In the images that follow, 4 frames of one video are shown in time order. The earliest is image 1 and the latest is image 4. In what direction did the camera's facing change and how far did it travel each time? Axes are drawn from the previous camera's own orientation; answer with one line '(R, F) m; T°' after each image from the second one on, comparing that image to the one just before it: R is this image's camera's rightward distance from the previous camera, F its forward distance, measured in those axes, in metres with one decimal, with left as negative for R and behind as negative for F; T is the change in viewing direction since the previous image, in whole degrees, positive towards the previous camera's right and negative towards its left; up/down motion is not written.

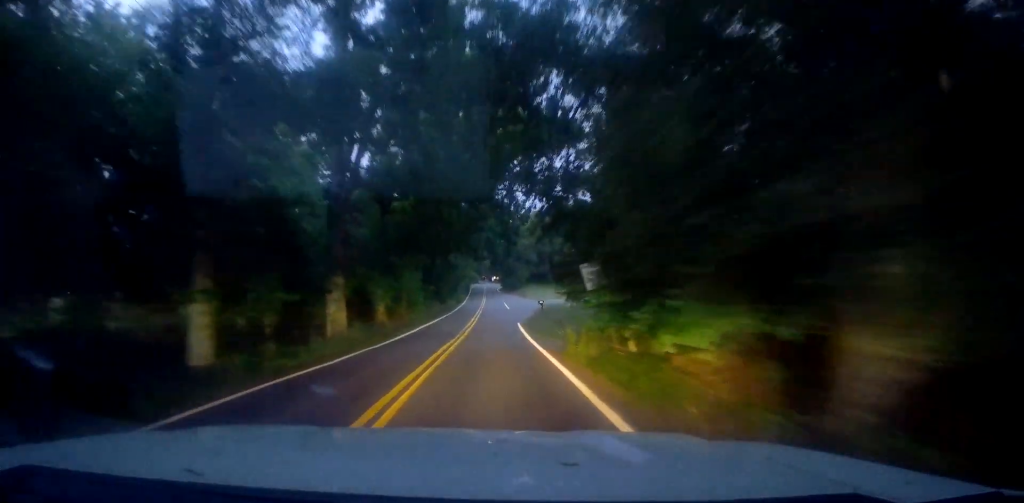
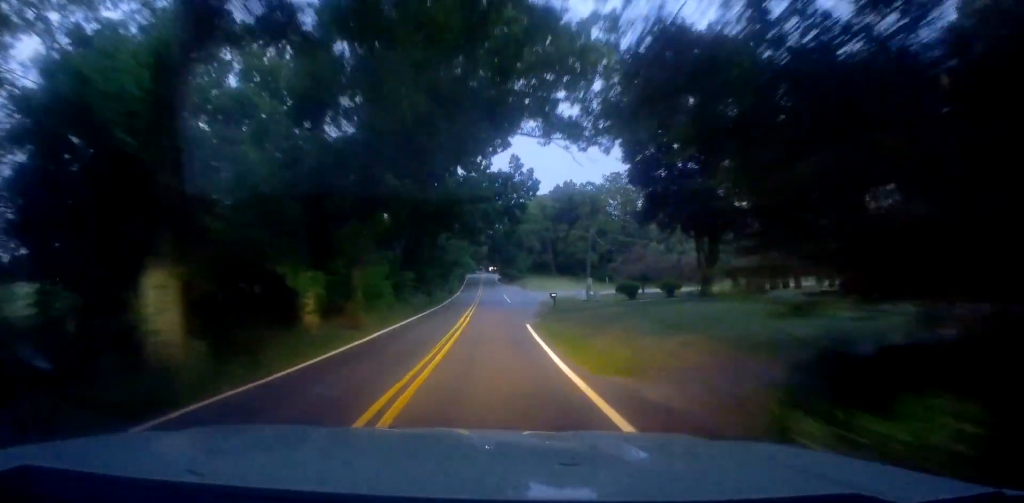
(+0.2, +12.4) m; +1°
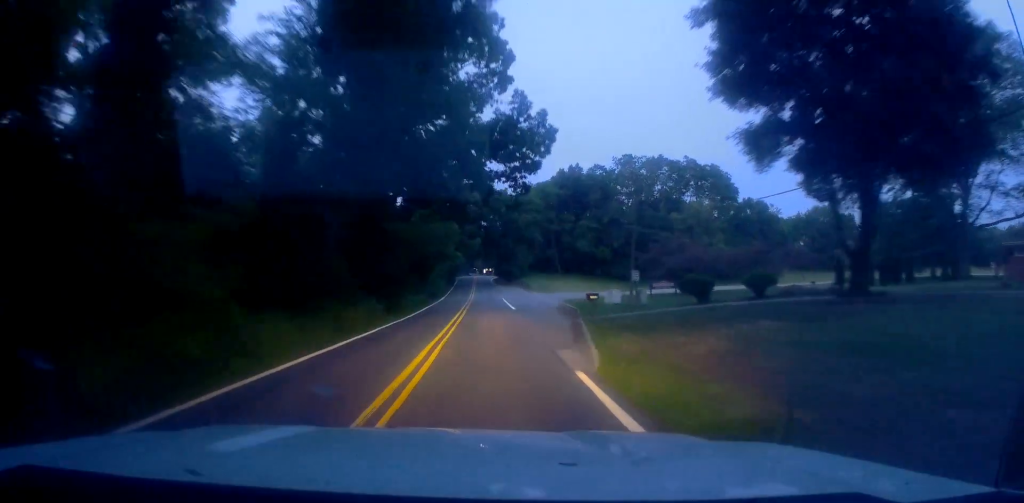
(0.0, +17.1) m; 0°
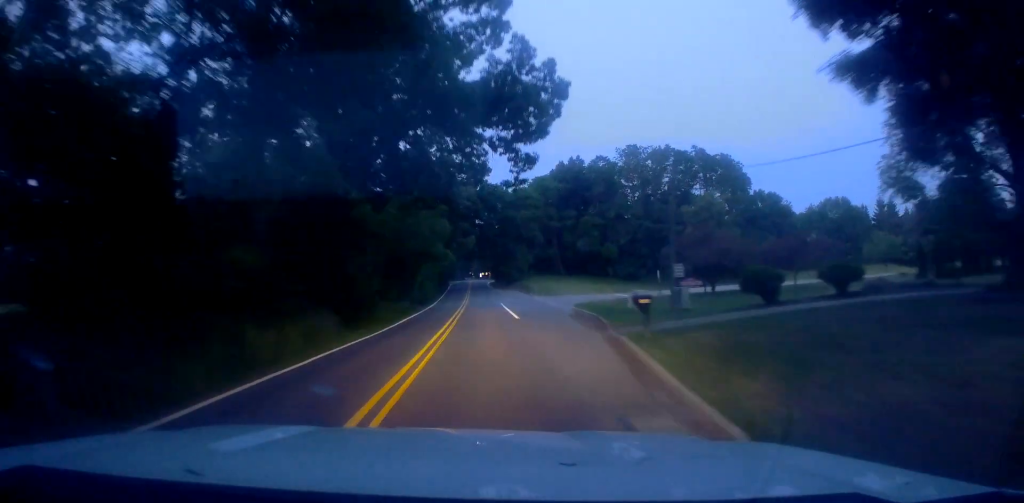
(0.0, +8.1) m; 0°
